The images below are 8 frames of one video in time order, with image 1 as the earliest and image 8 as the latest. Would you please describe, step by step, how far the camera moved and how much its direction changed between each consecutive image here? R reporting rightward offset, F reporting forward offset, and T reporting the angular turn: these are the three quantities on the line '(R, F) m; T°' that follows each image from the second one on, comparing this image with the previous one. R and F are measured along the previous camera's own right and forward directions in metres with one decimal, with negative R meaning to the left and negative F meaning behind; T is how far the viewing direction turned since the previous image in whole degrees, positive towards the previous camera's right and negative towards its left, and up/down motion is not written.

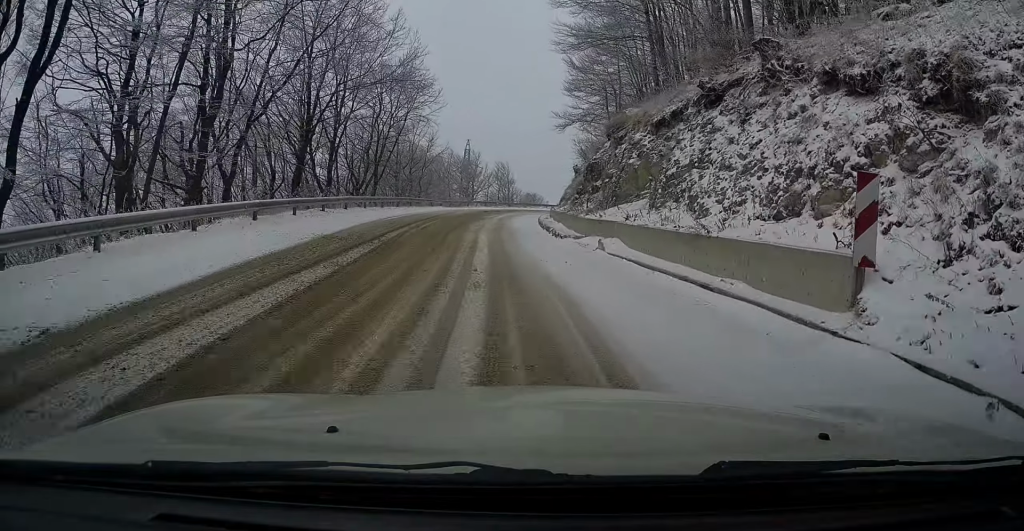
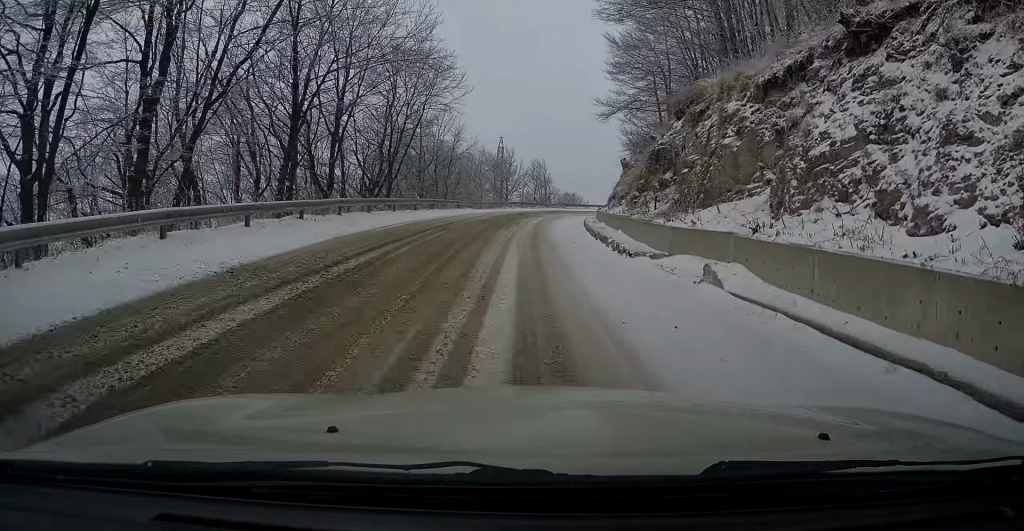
(-0.3, +6.3) m; -4°
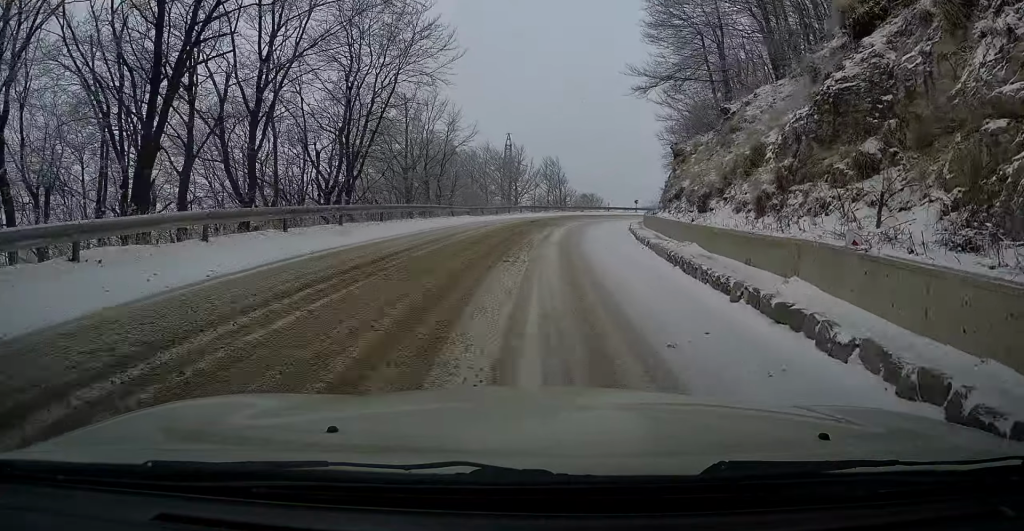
(-0.4, +10.6) m; -3°
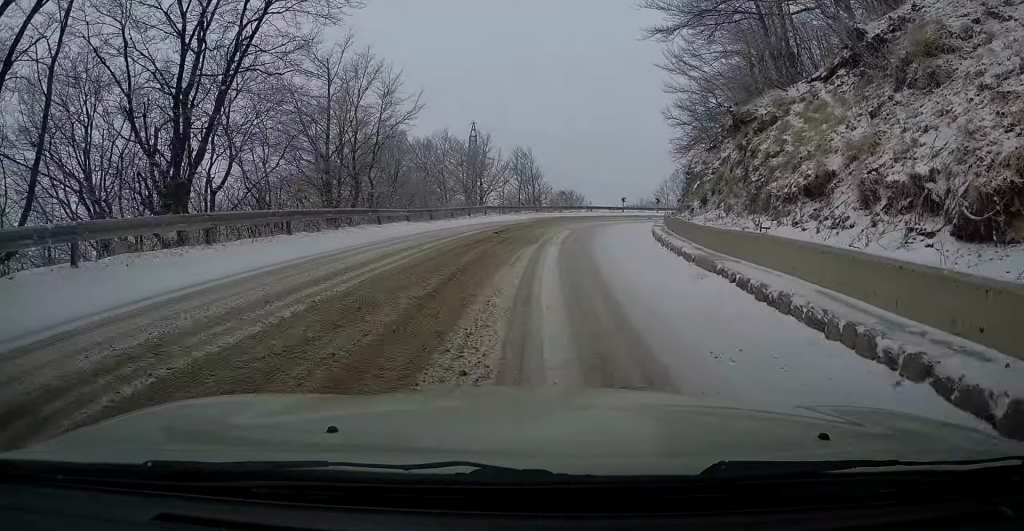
(-0.1, +11.2) m; 0°
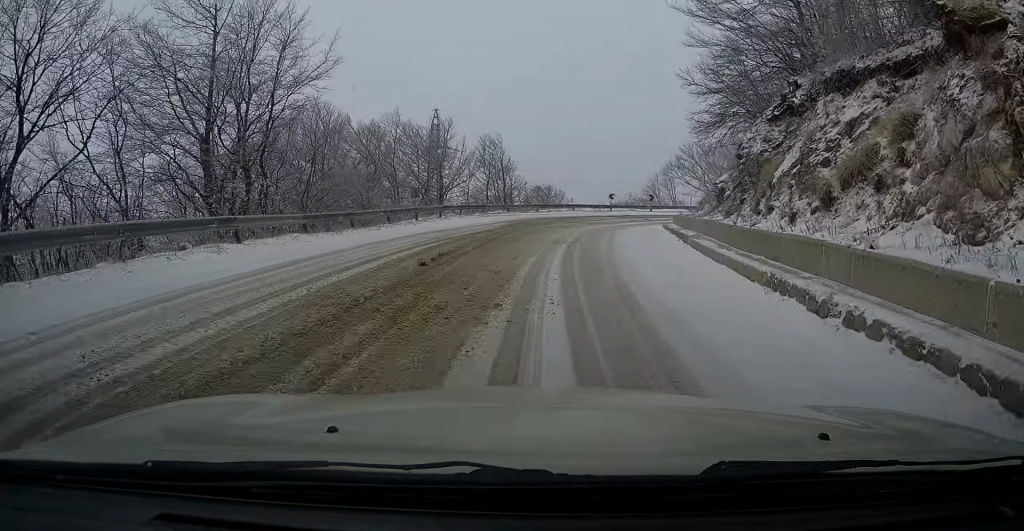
(0.0, +9.8) m; +1°
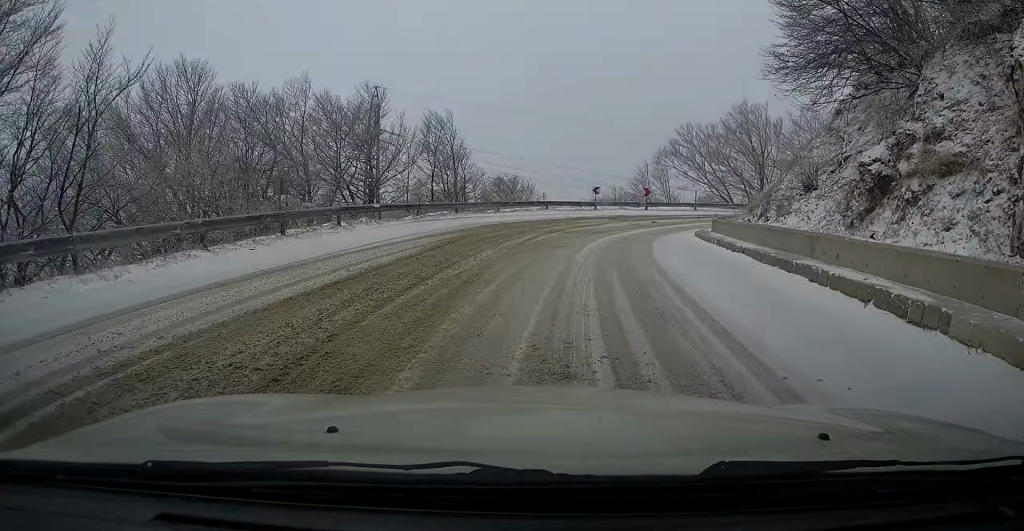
(+0.5, +12.4) m; +7°
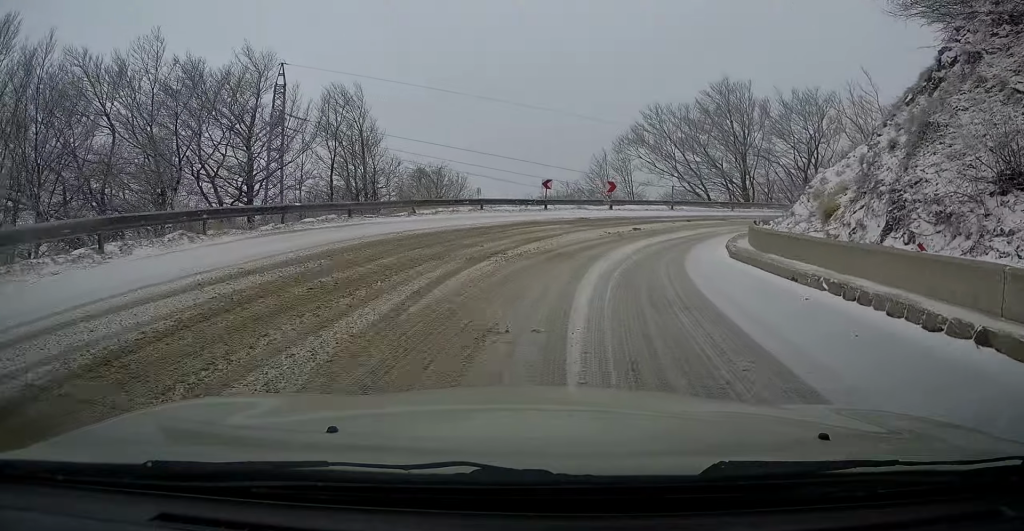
(+1.0, +9.4) m; +9°
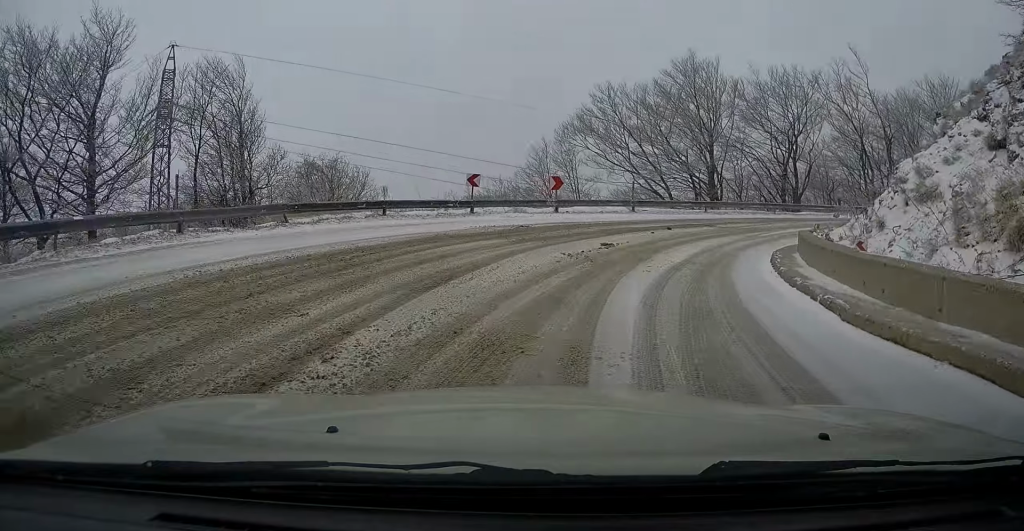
(+0.2, +7.4) m; +5°
